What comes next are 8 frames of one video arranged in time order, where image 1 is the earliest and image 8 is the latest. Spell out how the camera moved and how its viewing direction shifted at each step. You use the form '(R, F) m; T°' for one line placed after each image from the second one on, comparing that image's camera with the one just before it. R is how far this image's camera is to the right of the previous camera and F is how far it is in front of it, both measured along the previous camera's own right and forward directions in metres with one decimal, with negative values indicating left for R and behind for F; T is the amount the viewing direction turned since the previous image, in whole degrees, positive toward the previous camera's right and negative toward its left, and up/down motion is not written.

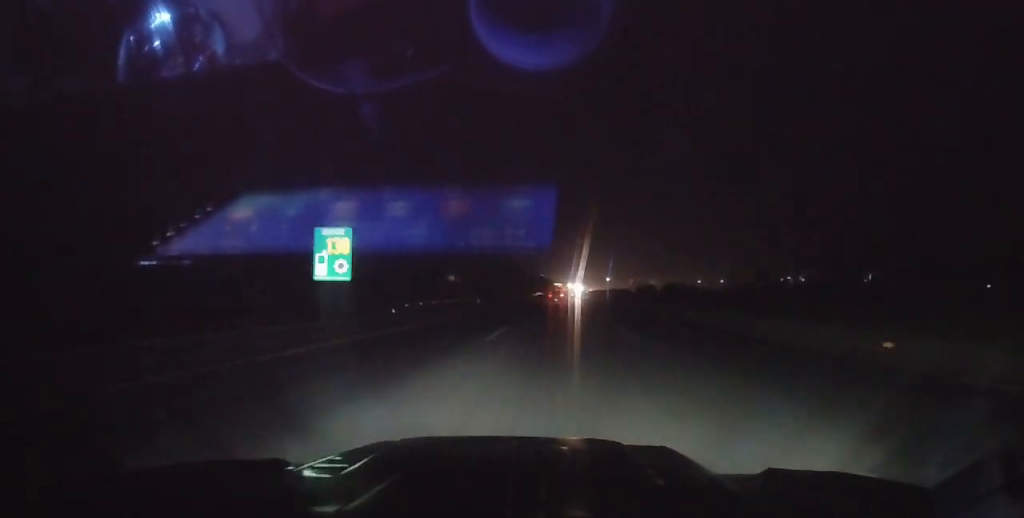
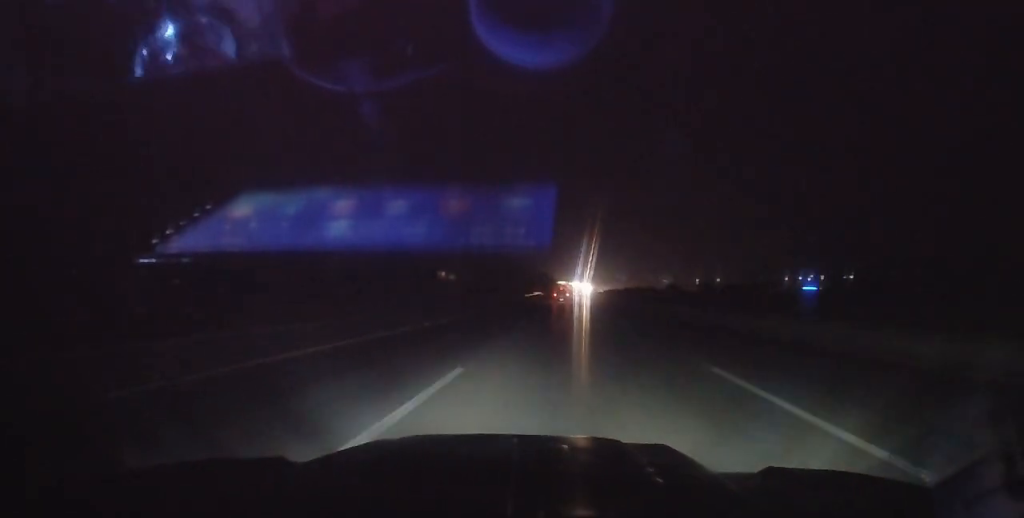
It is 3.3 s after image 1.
(-0.3, +66.3) m; 0°
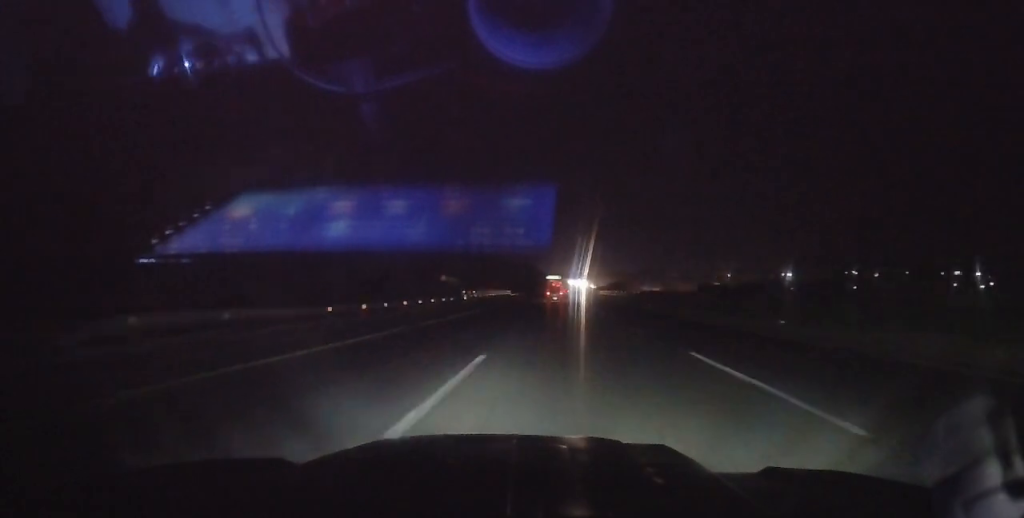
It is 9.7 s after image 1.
(+0.2, +125.3) m; 0°
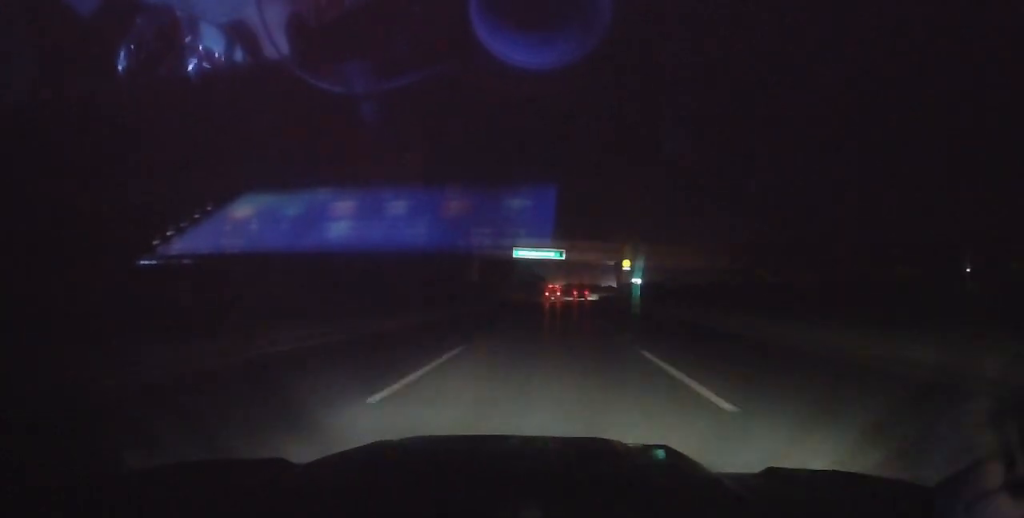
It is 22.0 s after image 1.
(+0.2, +242.3) m; 0°
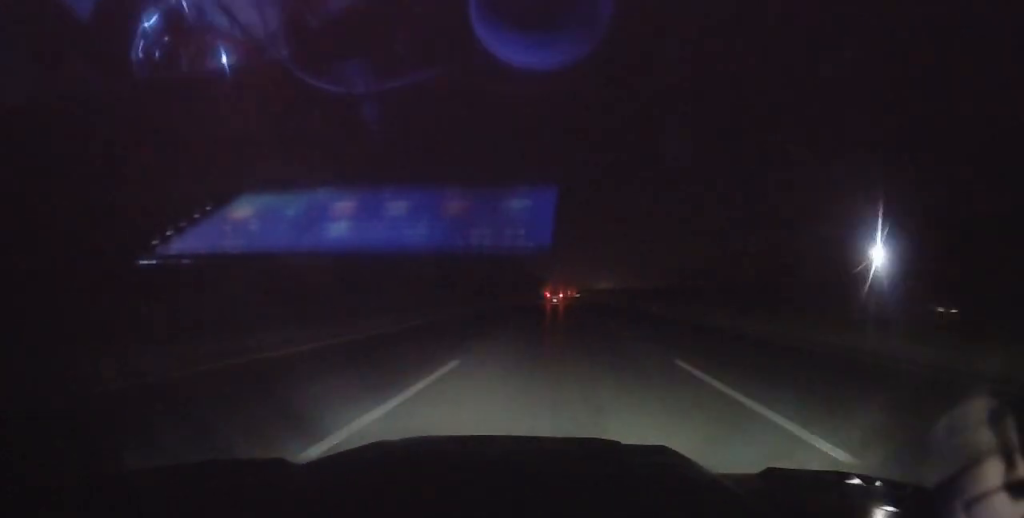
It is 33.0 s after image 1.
(-0.4, +214.0) m; 0°
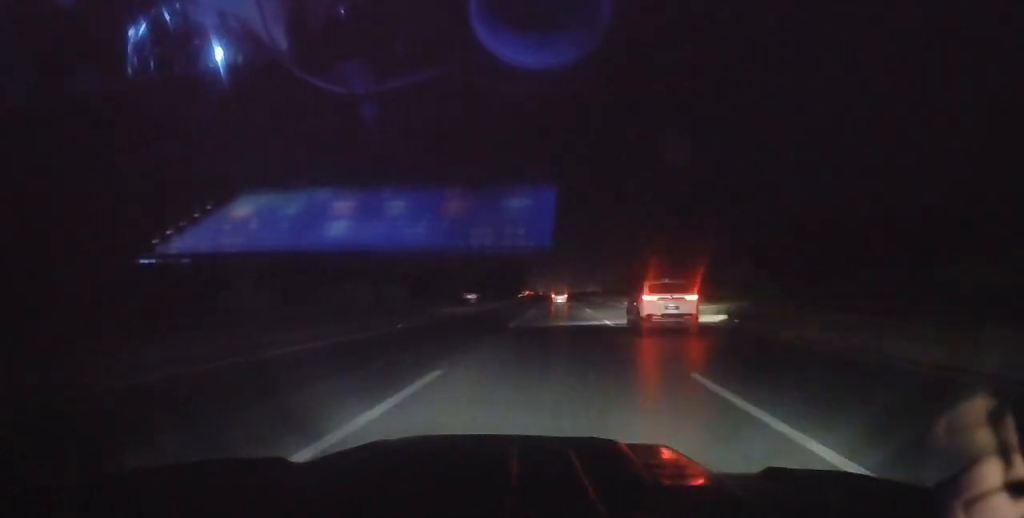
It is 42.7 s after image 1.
(-0.2, +186.3) m; -1°
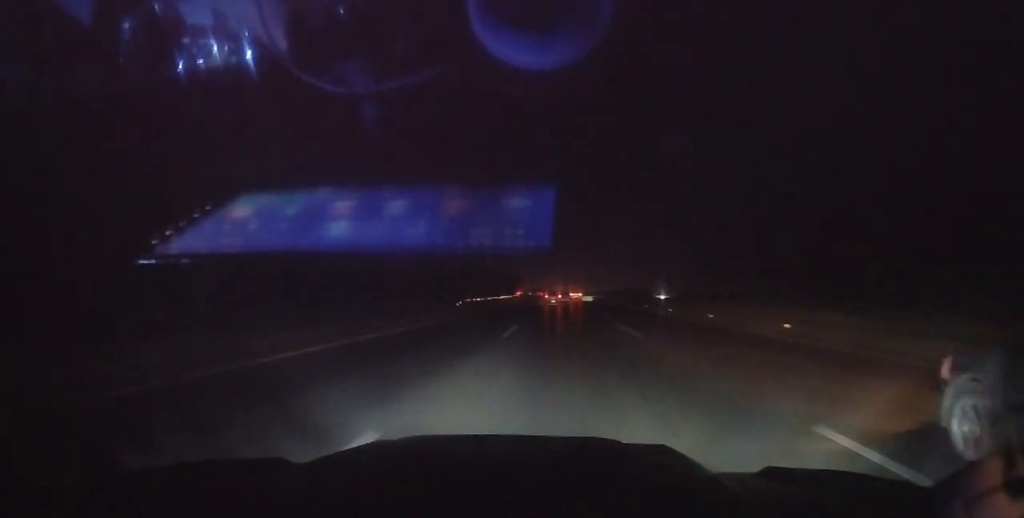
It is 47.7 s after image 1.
(-0.4, +96.3) m; -1°
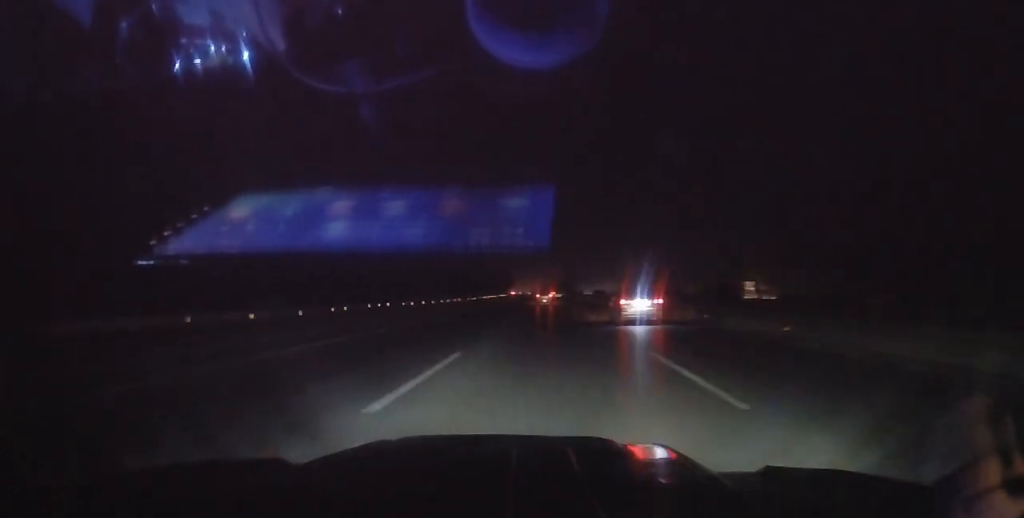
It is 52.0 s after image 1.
(-0.2, +83.7) m; -1°
